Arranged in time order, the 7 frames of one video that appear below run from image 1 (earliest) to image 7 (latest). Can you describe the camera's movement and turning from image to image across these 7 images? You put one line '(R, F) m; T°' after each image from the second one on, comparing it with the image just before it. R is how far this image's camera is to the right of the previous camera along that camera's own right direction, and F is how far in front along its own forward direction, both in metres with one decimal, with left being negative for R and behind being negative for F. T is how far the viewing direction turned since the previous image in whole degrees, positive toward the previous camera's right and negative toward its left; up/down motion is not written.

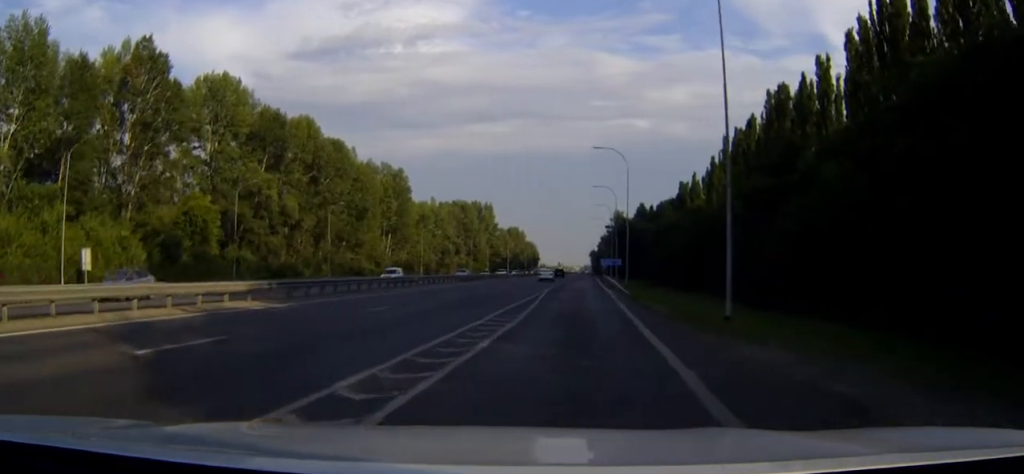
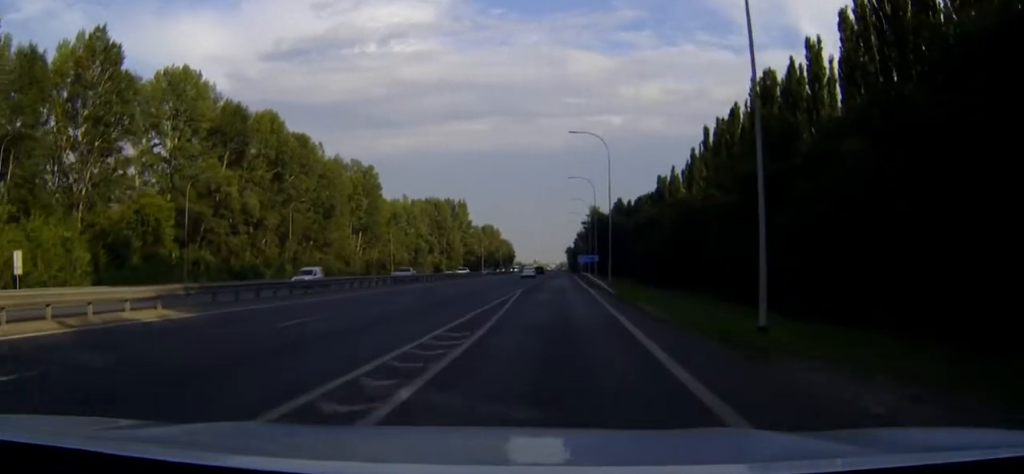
(+0.6, +5.3) m; +6°
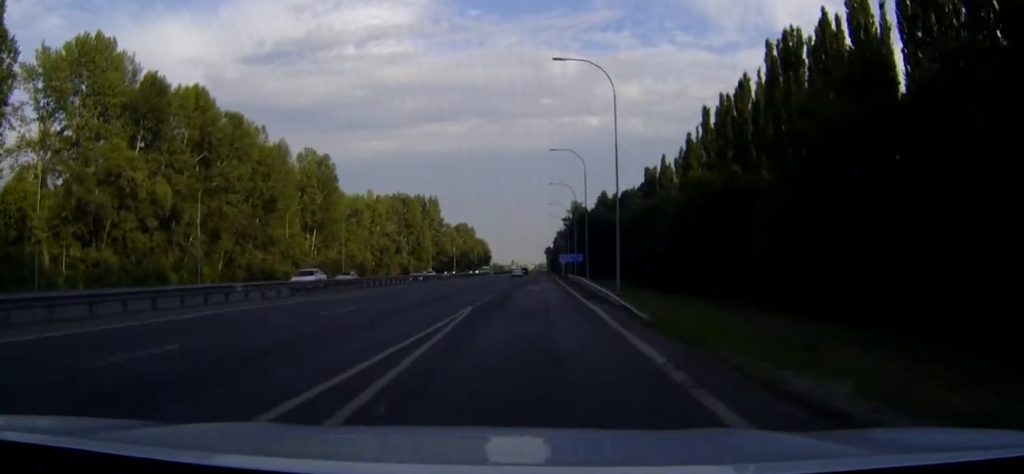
(+0.3, +19.3) m; +2°
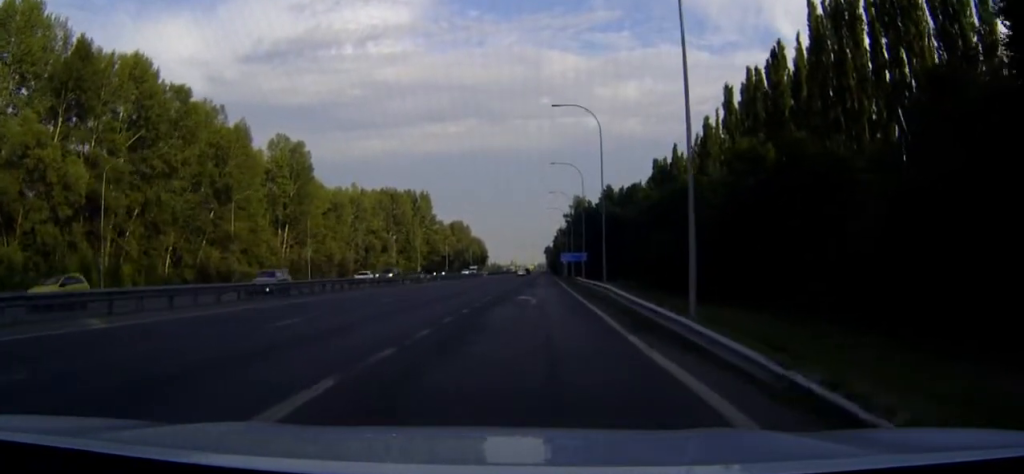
(0.0, +17.2) m; 0°
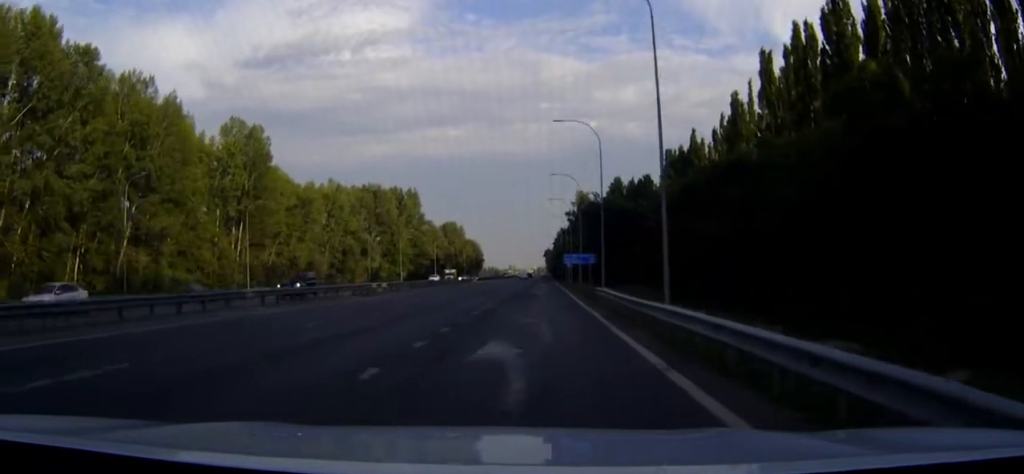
(+0.1, +21.7) m; 0°
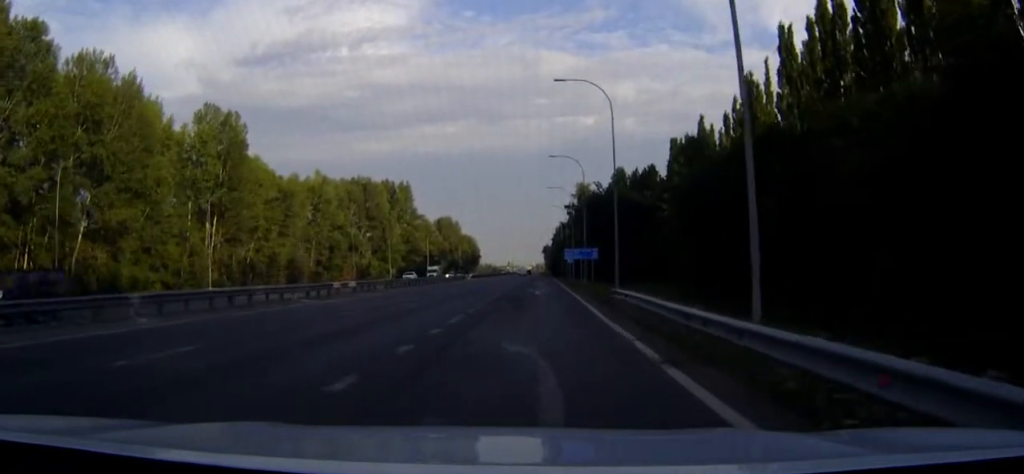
(0.0, +9.3) m; 0°
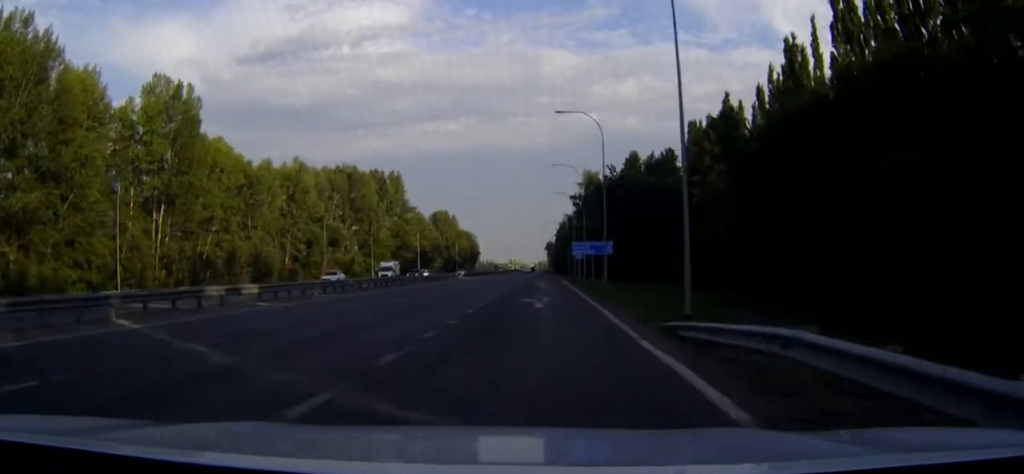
(-0.1, +17.1) m; 0°
